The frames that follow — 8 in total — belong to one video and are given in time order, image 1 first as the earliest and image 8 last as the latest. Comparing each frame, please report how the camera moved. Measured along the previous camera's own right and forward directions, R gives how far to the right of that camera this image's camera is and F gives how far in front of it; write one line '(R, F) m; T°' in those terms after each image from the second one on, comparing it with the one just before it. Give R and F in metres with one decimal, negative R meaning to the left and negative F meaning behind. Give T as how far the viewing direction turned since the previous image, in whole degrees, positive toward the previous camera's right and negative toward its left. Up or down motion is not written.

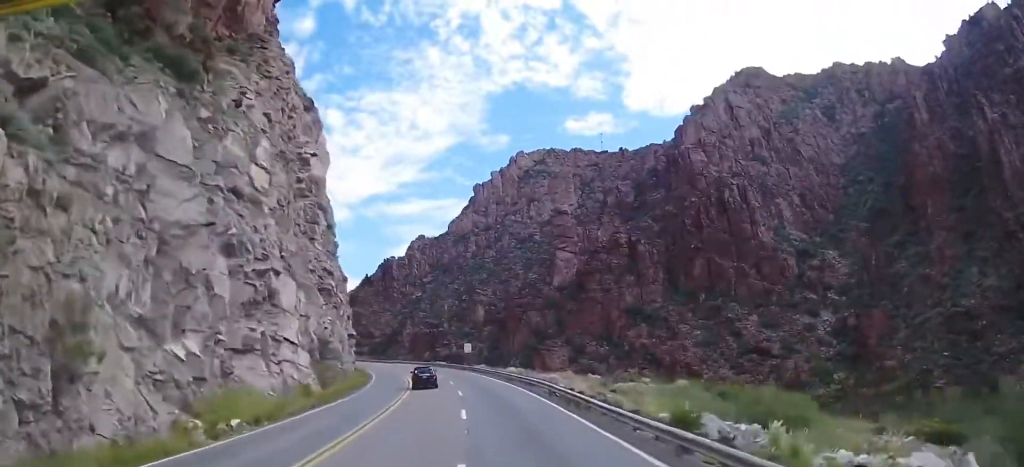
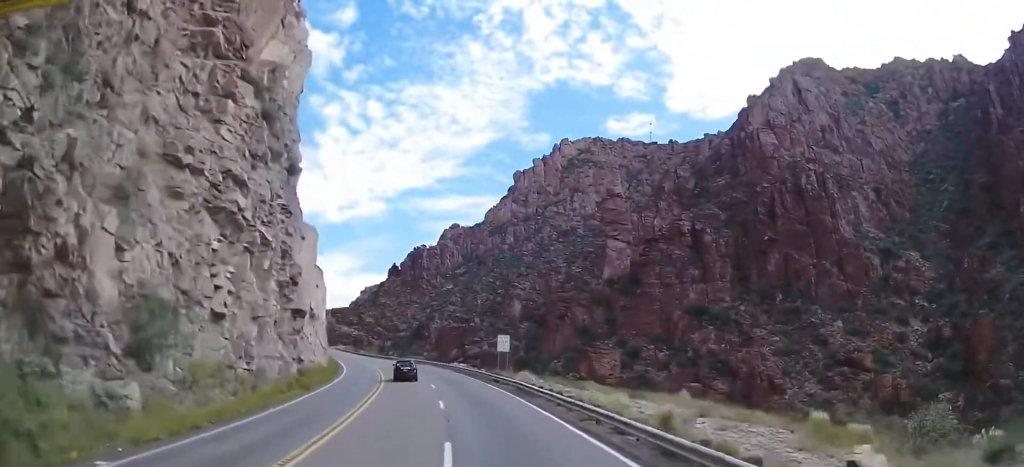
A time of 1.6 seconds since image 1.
(+6.0, +40.3) m; +12°
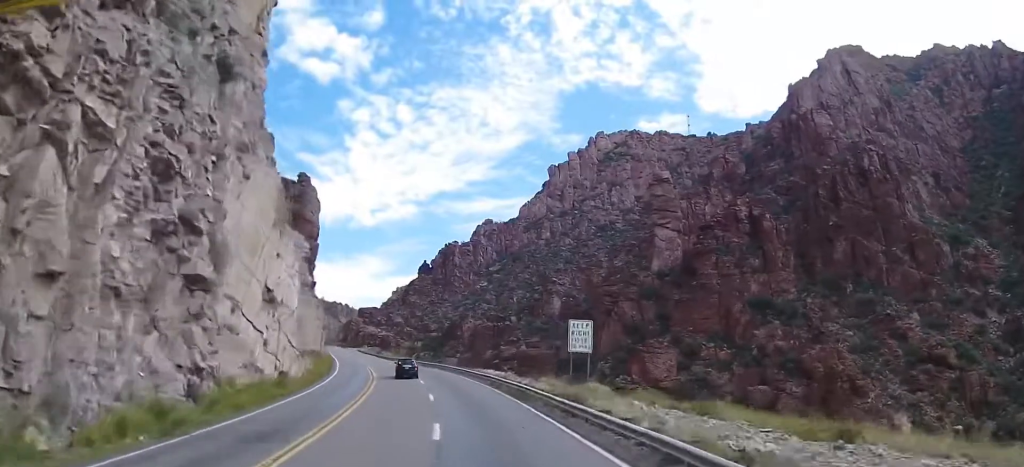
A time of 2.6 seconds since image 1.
(+0.8, +23.9) m; -1°
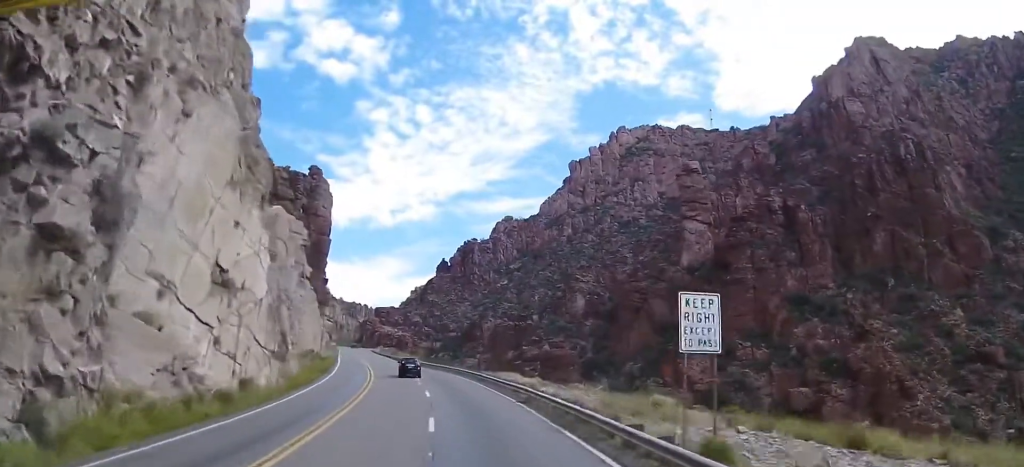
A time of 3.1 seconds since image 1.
(+0.3, +11.3) m; -3°
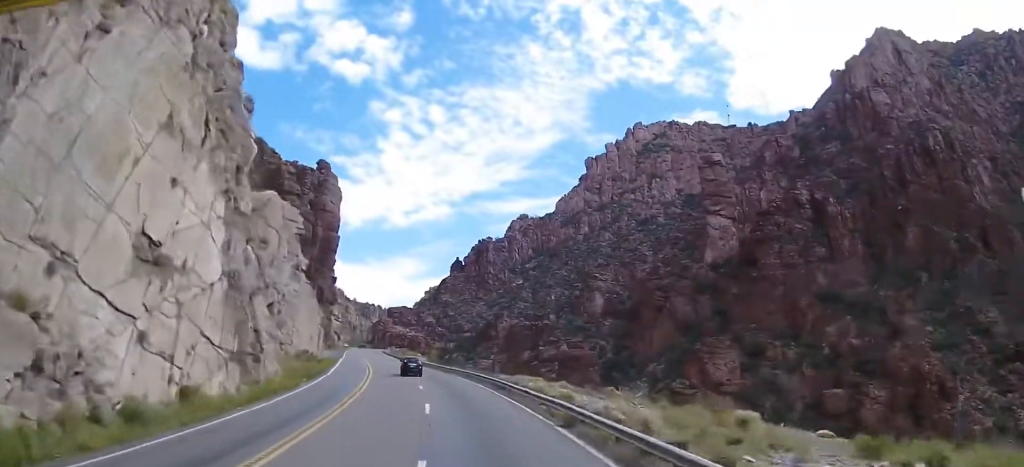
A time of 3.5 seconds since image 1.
(-0.8, +8.5) m; -4°
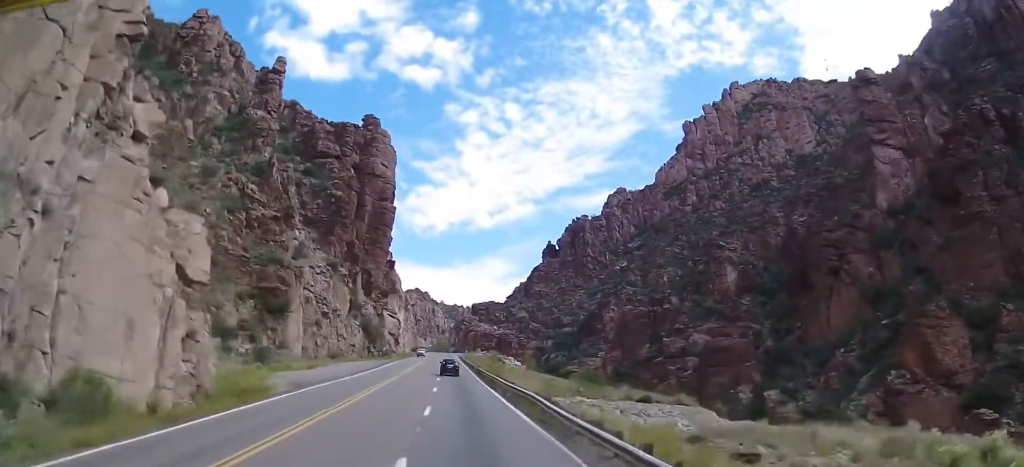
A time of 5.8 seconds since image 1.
(-8.4, +46.7) m; -18°
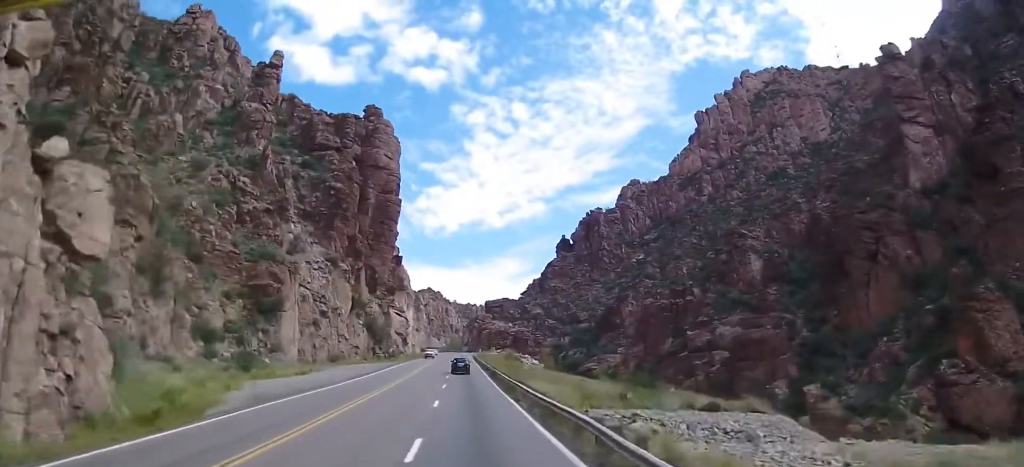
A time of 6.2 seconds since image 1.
(-0.2, +8.6) m; -2°
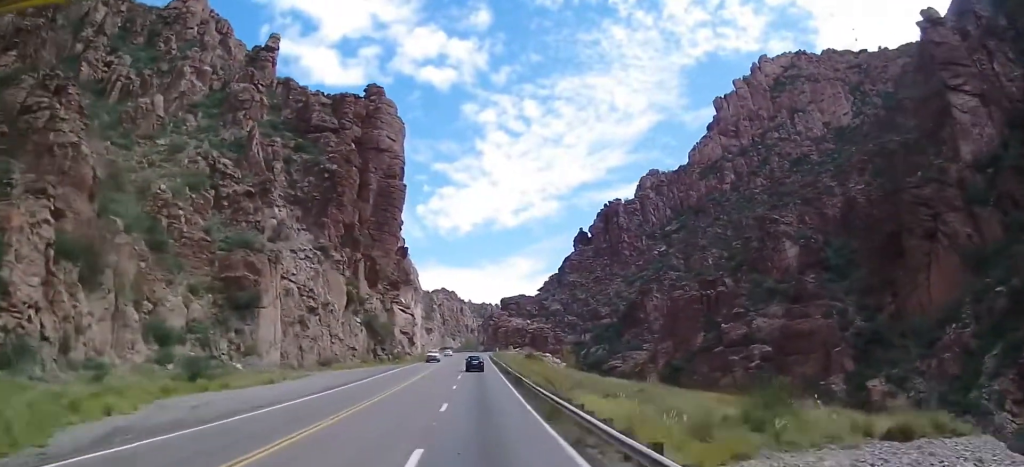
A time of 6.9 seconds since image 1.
(+0.1, +13.2) m; -2°
